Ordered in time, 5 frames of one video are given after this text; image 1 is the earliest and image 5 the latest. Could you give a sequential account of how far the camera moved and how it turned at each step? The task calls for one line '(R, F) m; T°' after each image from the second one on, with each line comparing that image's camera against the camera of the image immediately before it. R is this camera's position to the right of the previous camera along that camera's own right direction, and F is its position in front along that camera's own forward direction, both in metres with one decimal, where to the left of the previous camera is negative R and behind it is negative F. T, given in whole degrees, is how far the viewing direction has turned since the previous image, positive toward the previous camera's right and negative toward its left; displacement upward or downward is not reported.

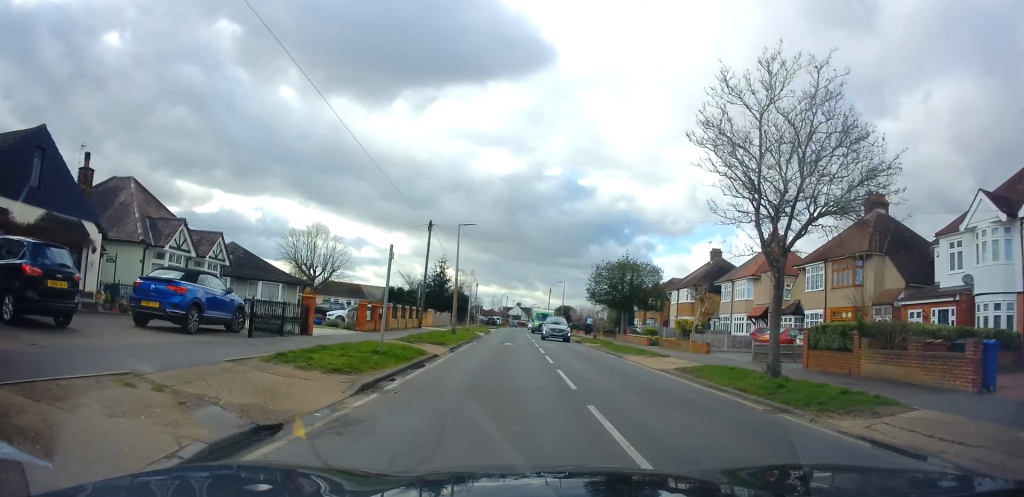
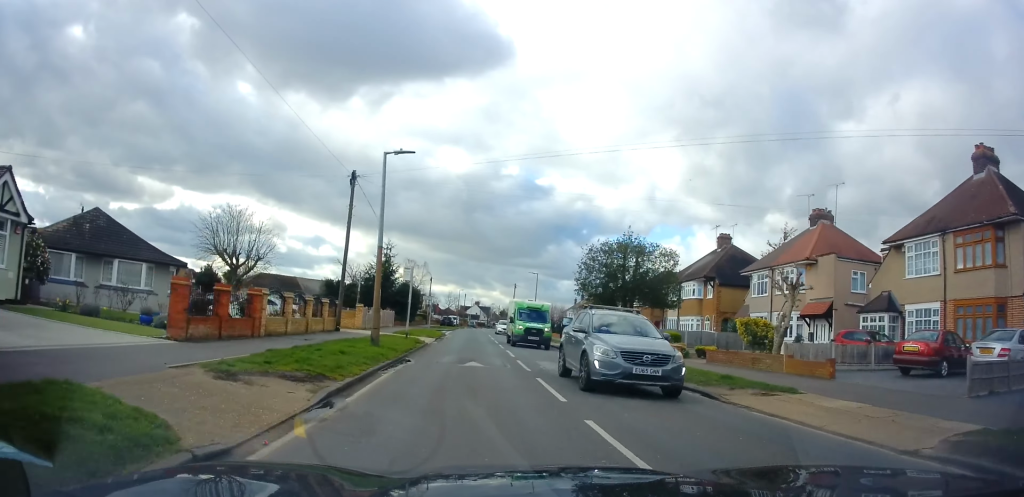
(-0.1, +12.7) m; 0°
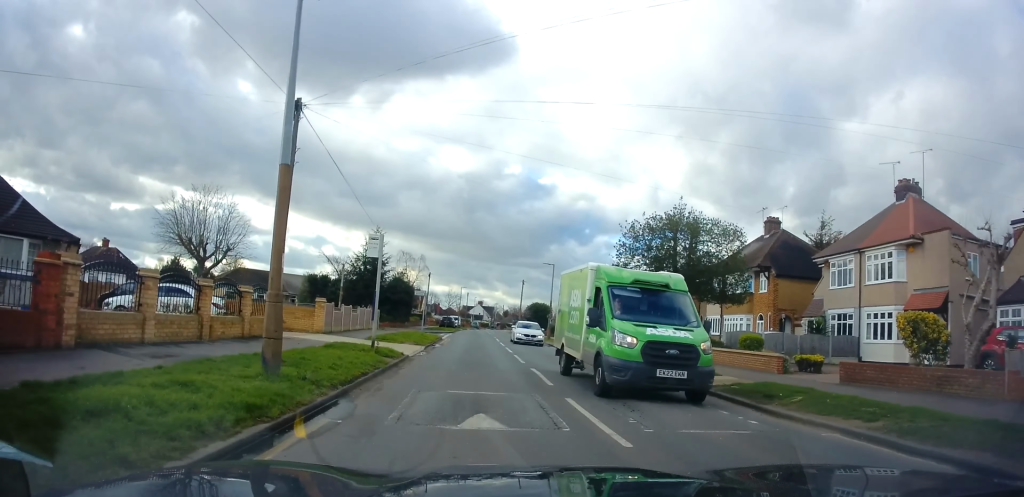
(0.0, +8.7) m; +3°
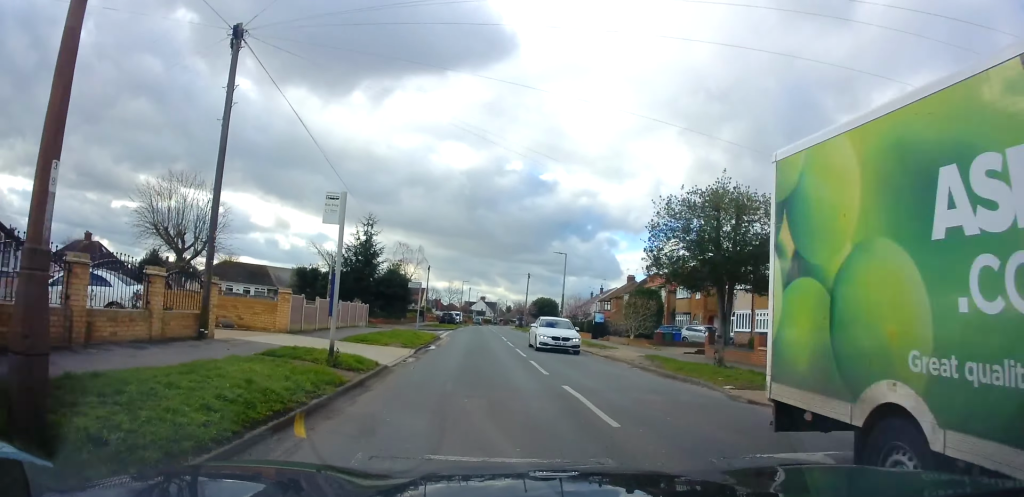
(+0.2, +4.7) m; +2°
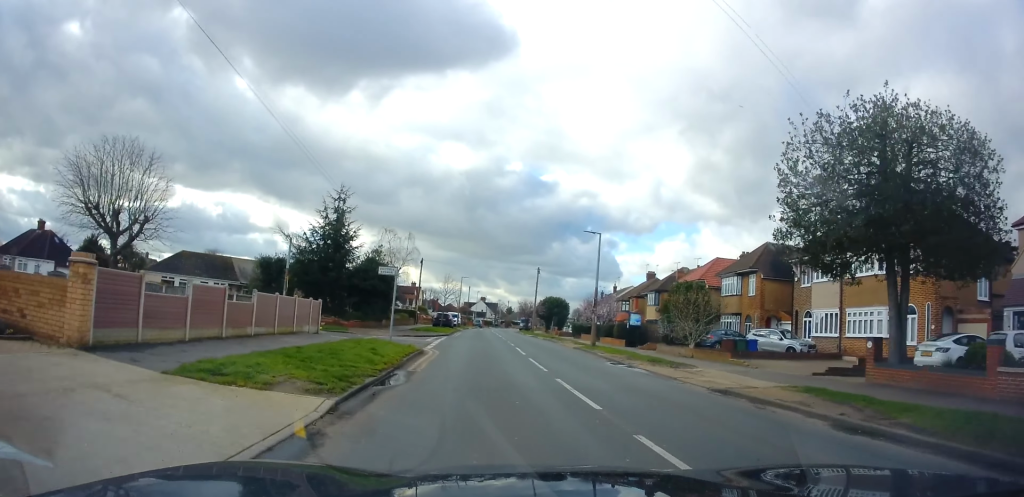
(+0.1, +10.5) m; 0°
